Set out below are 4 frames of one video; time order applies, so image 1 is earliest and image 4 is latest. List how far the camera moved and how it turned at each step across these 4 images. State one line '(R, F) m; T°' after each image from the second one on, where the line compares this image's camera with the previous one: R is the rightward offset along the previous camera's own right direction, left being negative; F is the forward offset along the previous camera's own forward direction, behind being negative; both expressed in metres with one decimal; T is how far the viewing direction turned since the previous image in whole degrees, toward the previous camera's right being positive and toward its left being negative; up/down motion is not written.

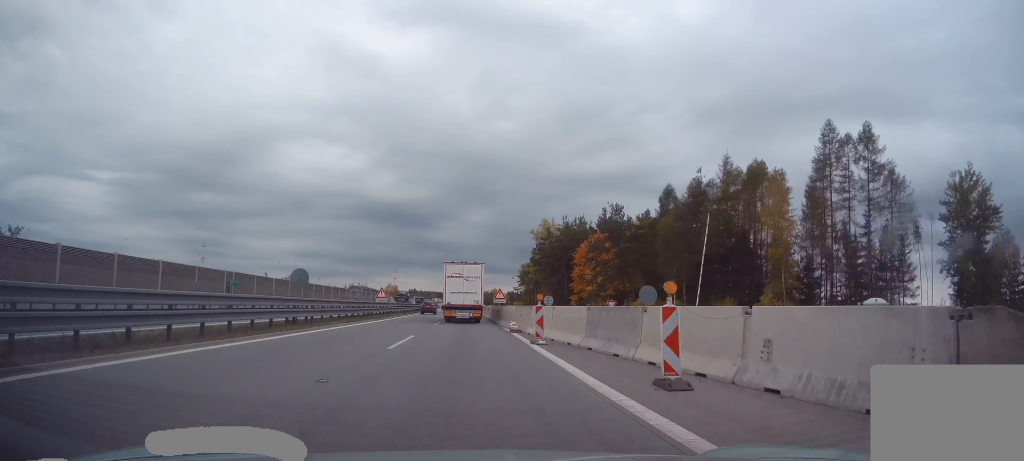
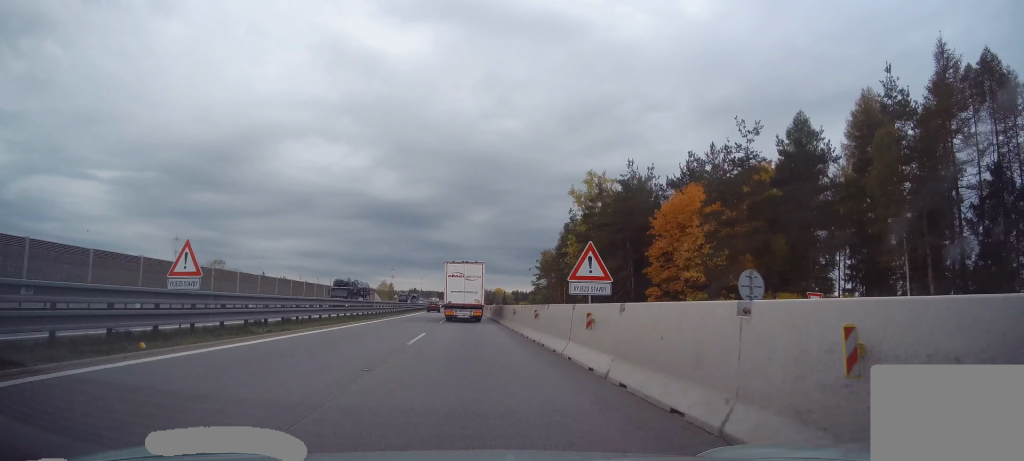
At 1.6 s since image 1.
(+0.1, +35.1) m; -1°
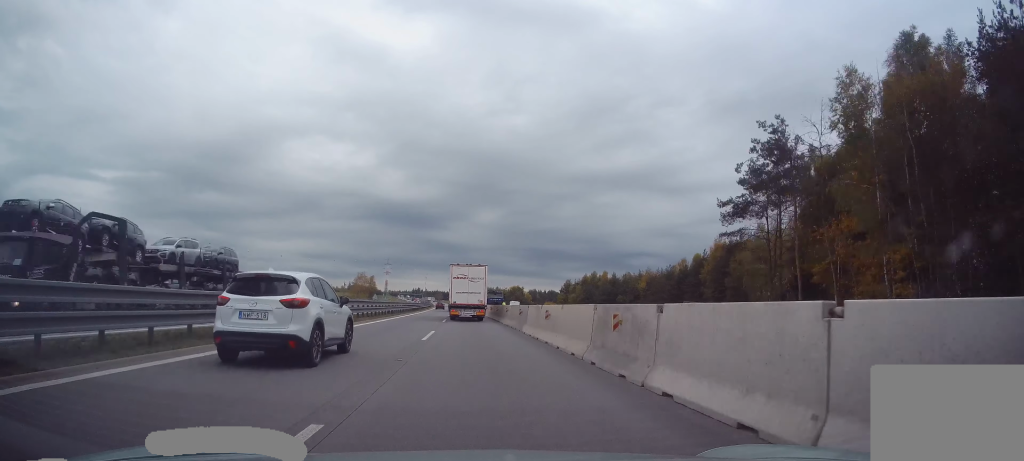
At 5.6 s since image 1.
(+0.1, +88.9) m; 0°
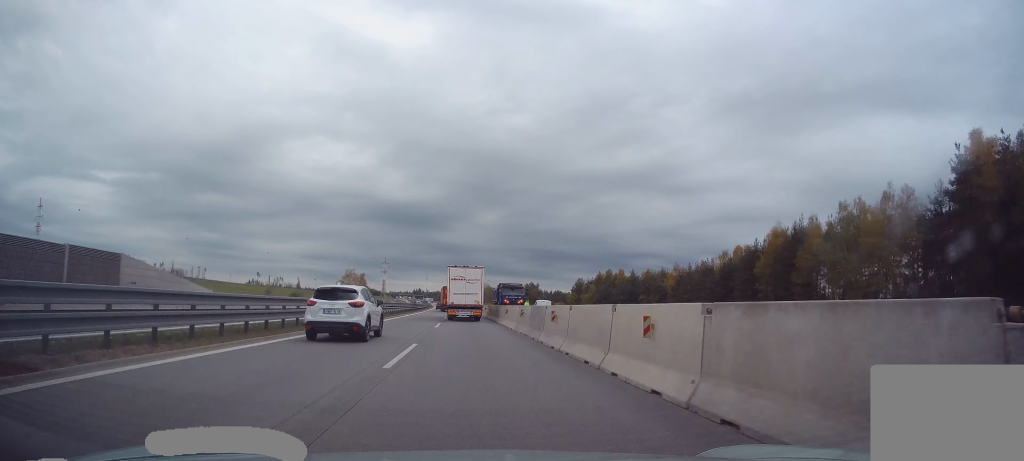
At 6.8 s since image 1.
(-0.5, +25.7) m; -2°
